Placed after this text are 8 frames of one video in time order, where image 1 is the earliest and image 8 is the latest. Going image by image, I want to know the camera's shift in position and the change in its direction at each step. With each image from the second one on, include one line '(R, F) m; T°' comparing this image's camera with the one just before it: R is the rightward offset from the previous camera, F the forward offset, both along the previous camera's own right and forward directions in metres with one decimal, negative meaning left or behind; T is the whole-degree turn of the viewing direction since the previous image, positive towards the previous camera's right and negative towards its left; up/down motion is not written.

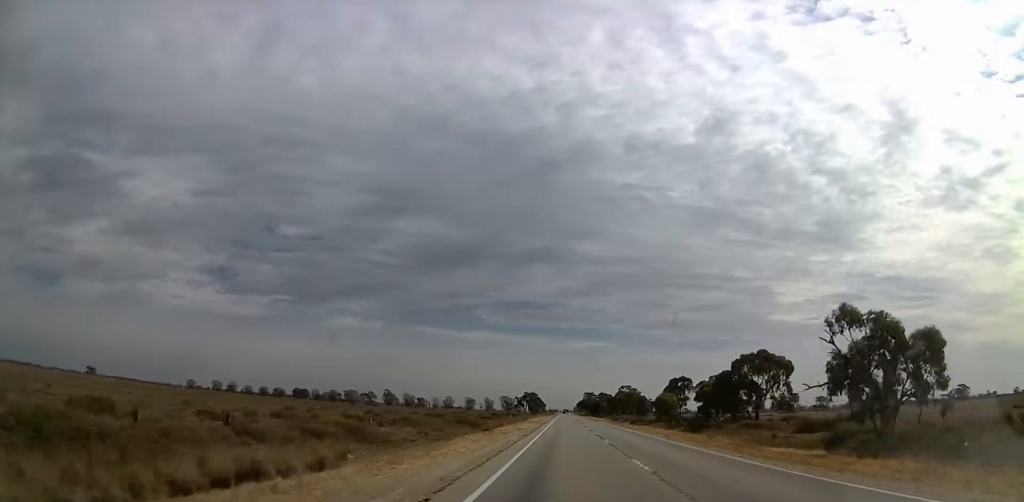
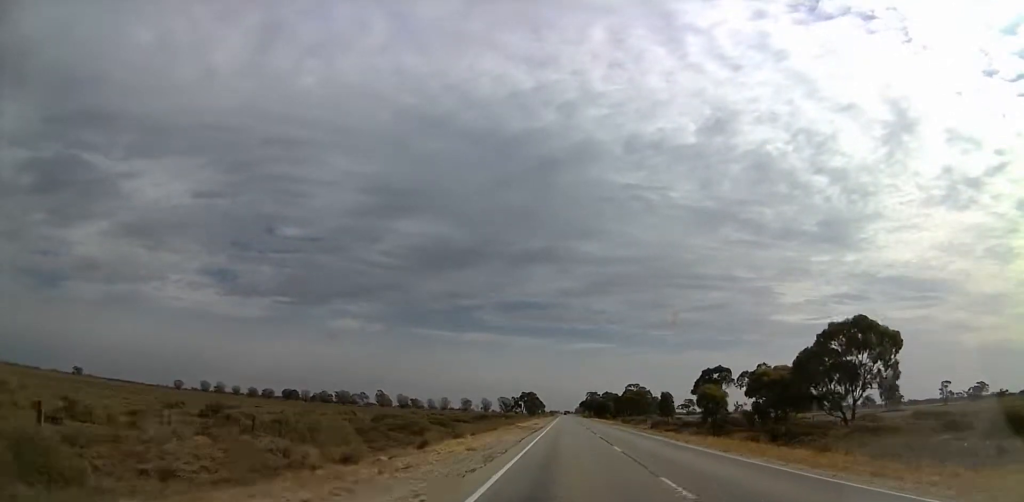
(0.0, +28.9) m; 0°
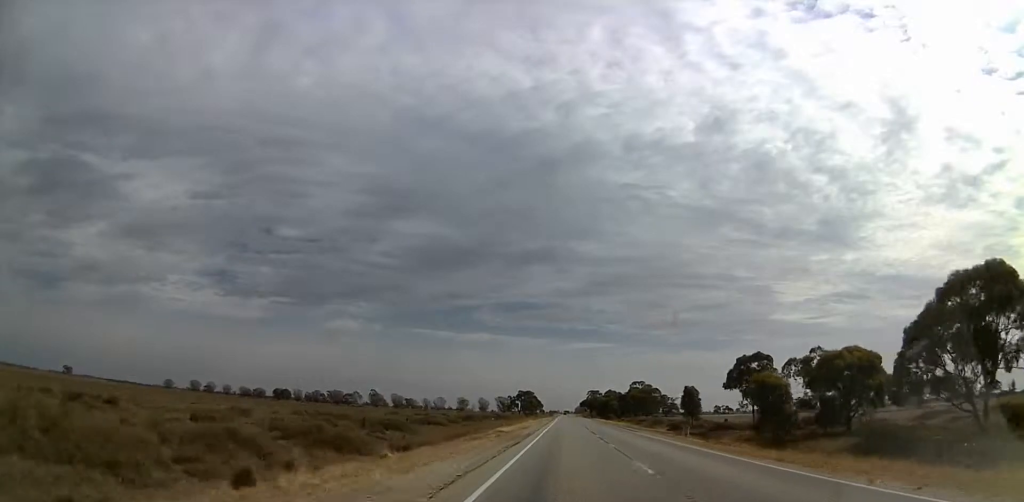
(0.0, +19.8) m; 0°
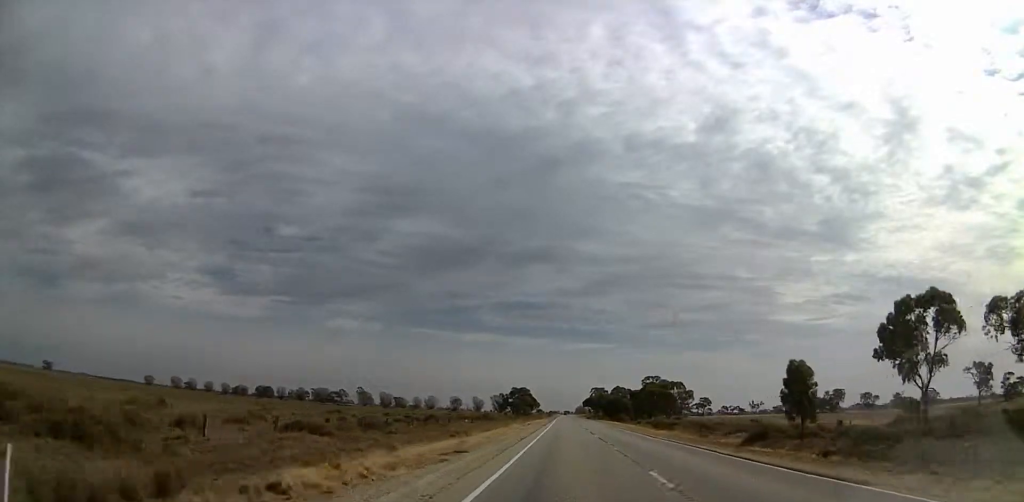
(0.0, +38.6) m; 0°
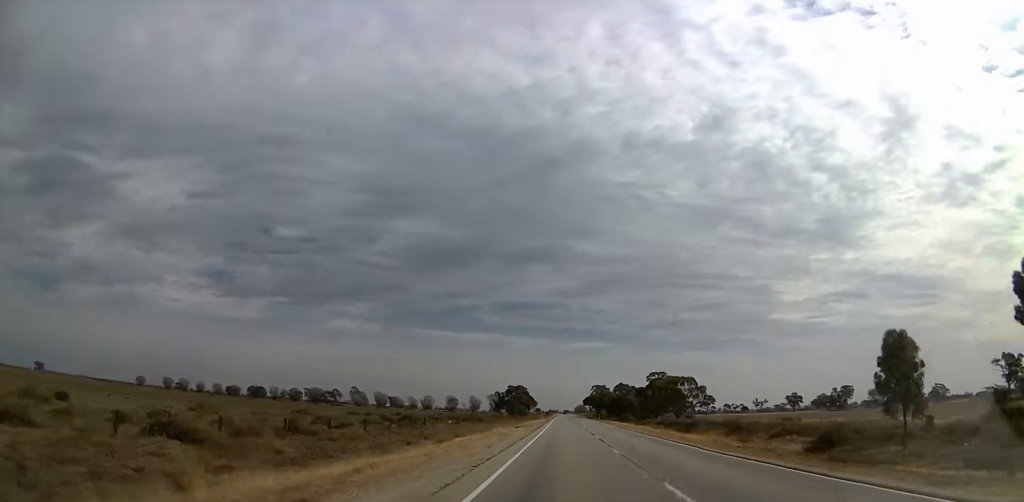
(0.0, +14.4) m; 0°
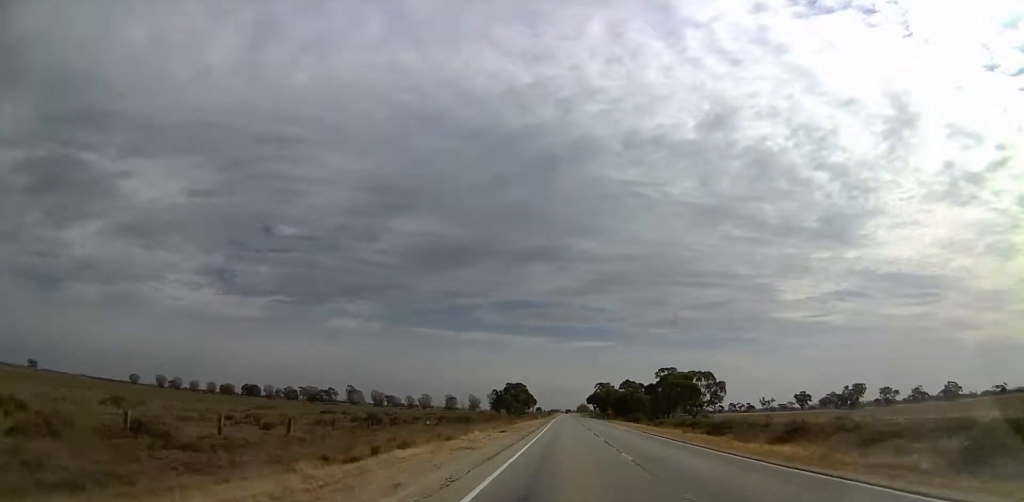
(0.0, +15.3) m; 0°
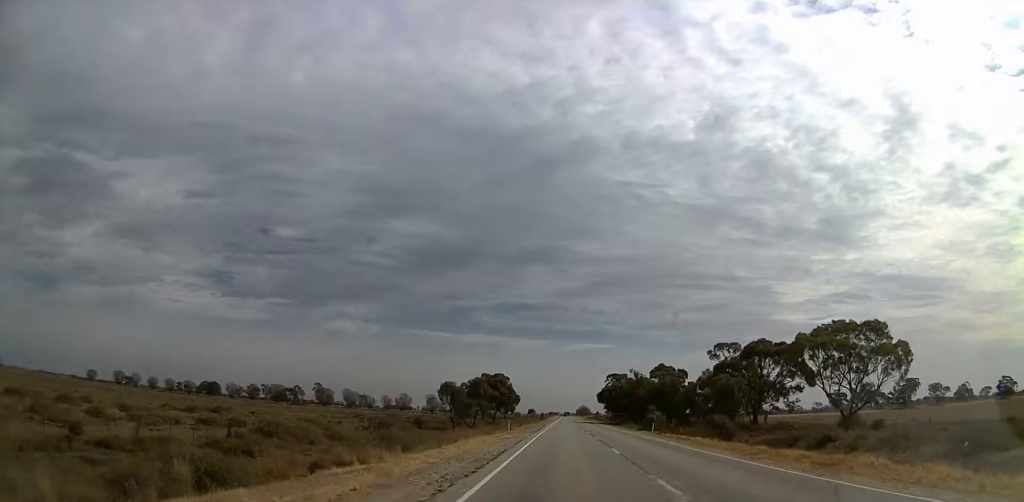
(0.0, +68.5) m; 0°
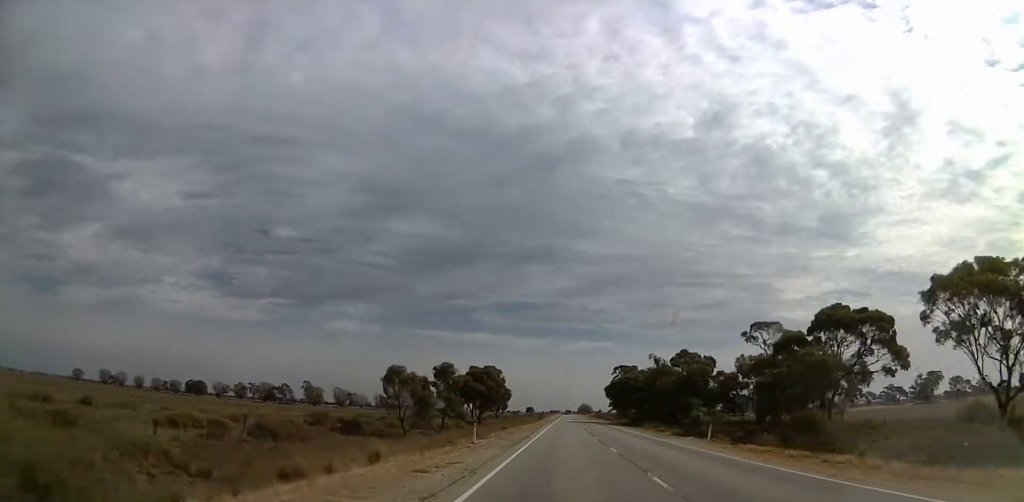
(0.0, +22.5) m; 0°
